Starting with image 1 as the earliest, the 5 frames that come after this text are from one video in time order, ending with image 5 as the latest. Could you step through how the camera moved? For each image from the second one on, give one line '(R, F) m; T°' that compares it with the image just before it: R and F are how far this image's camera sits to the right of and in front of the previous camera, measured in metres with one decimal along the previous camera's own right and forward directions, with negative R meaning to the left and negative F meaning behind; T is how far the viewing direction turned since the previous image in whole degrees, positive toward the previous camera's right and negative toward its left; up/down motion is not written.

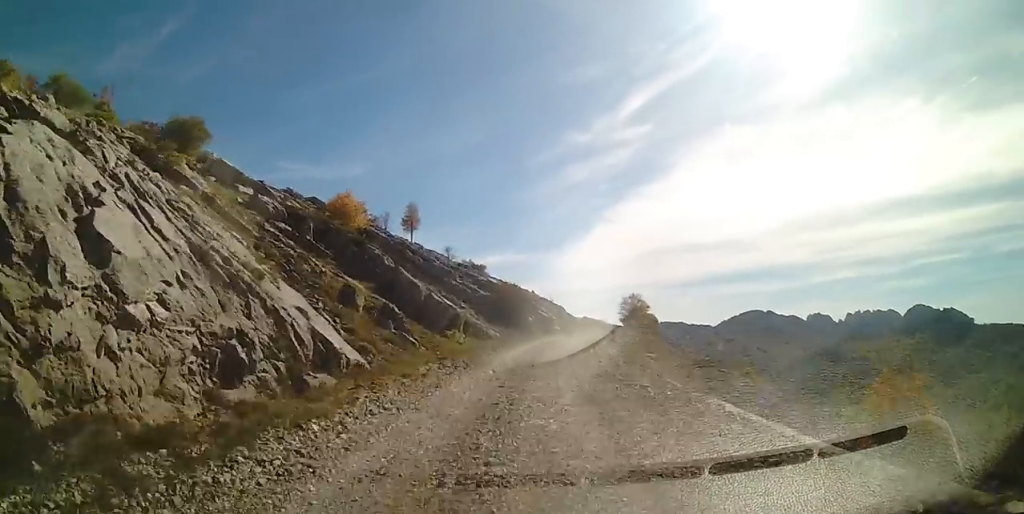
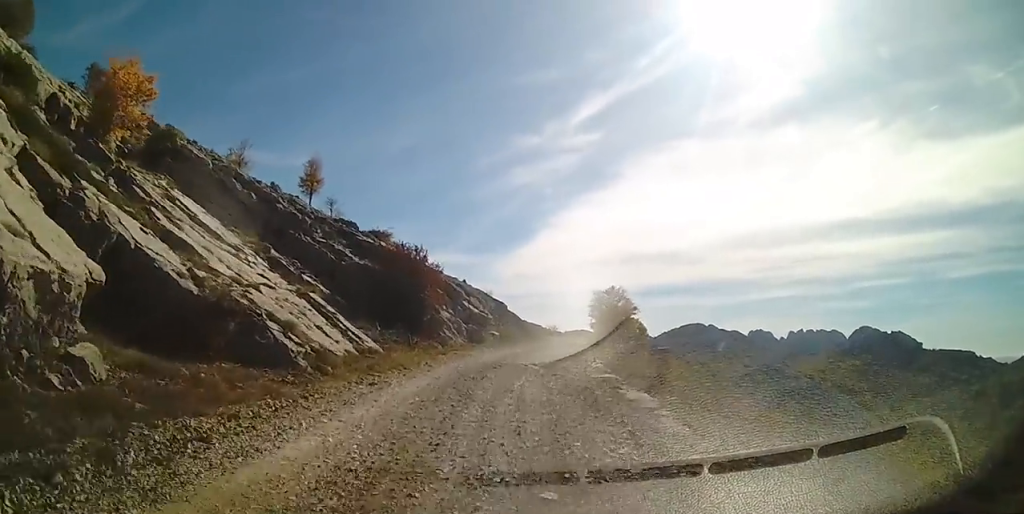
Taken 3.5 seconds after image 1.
(+2.8, +23.7) m; +6°
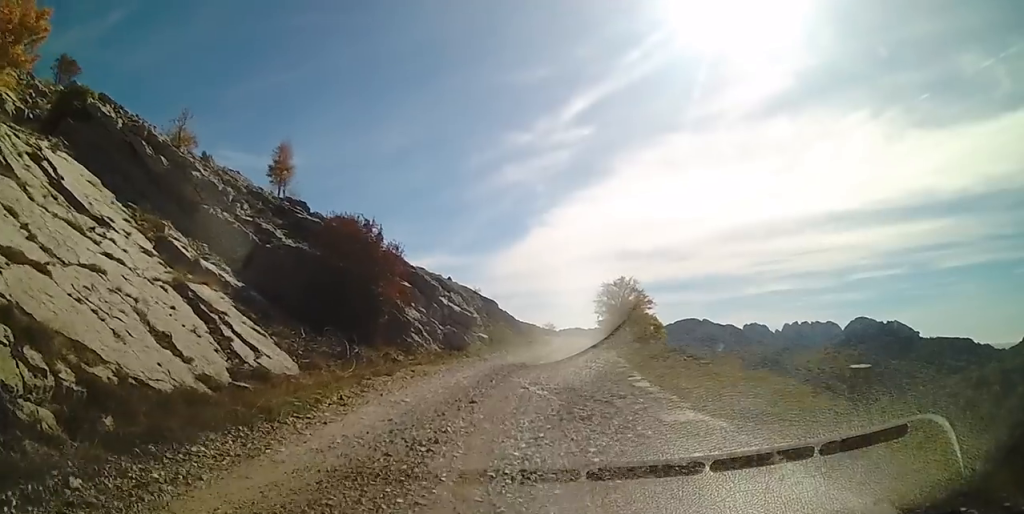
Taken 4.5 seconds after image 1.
(0.0, +7.3) m; +3°
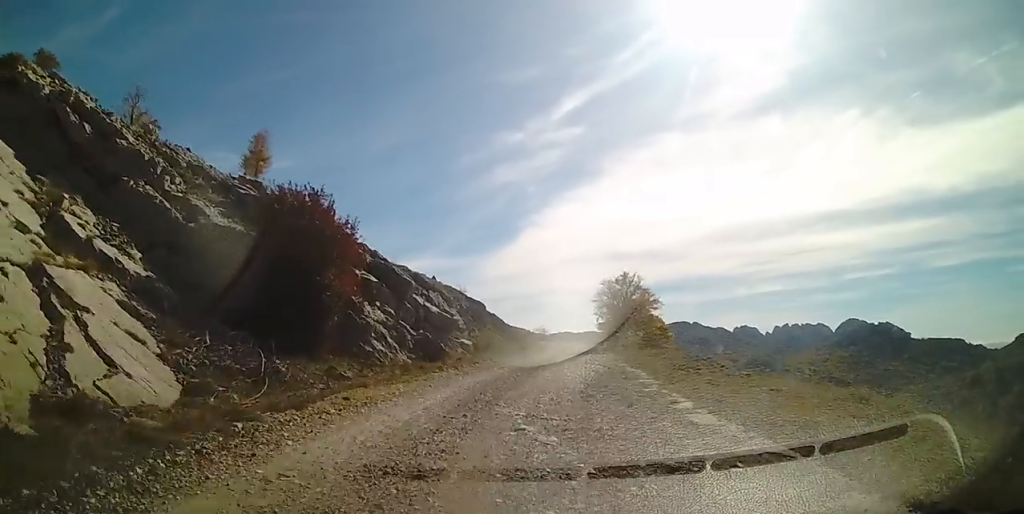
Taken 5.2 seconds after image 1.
(+0.1, +4.4) m; +3°
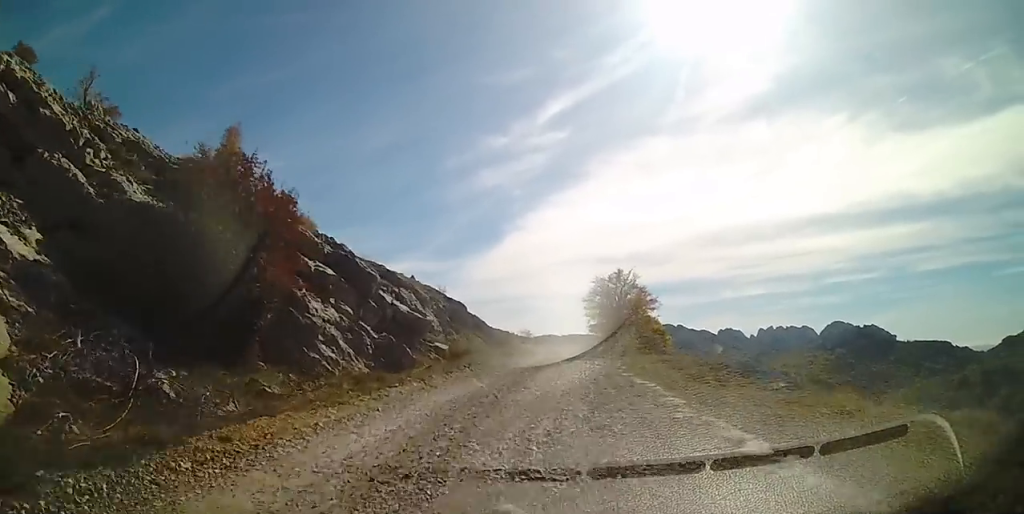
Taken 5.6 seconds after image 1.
(0.0, +3.2) m; +3°
